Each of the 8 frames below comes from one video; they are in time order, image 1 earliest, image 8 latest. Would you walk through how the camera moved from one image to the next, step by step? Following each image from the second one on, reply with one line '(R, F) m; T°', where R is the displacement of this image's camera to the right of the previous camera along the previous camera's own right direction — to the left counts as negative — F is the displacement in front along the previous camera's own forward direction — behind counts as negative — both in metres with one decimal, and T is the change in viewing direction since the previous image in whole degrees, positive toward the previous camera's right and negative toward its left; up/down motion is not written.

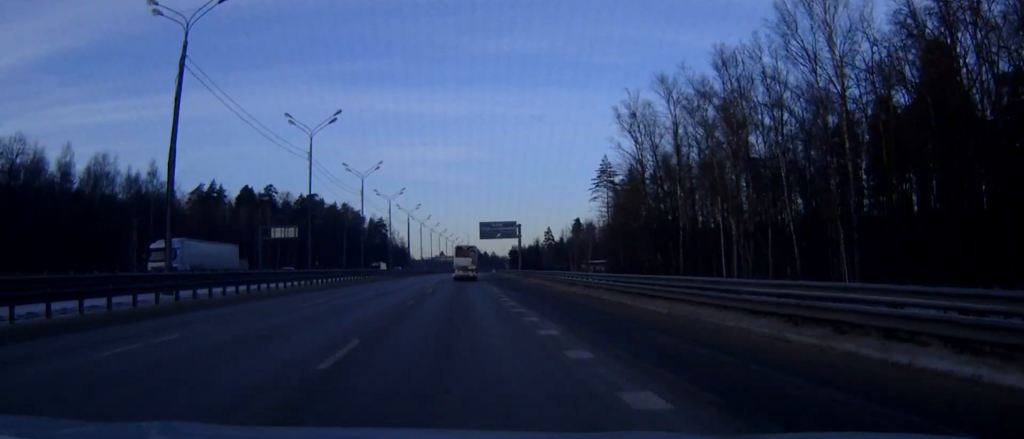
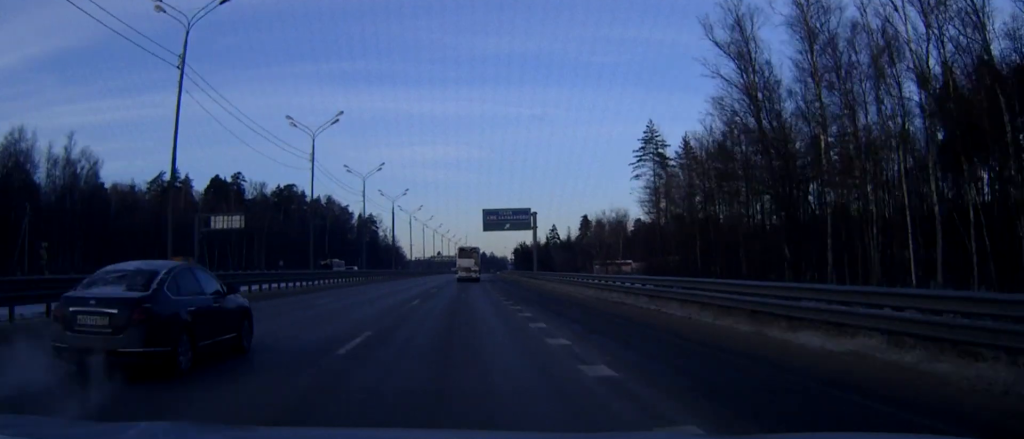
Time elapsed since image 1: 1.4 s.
(+0.1, +30.0) m; 0°
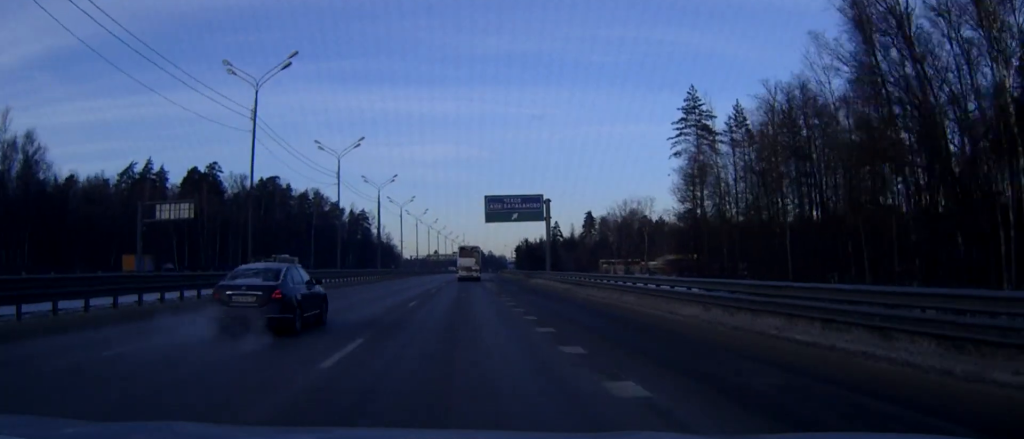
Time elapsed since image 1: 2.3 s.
(0.0, +17.6) m; 0°
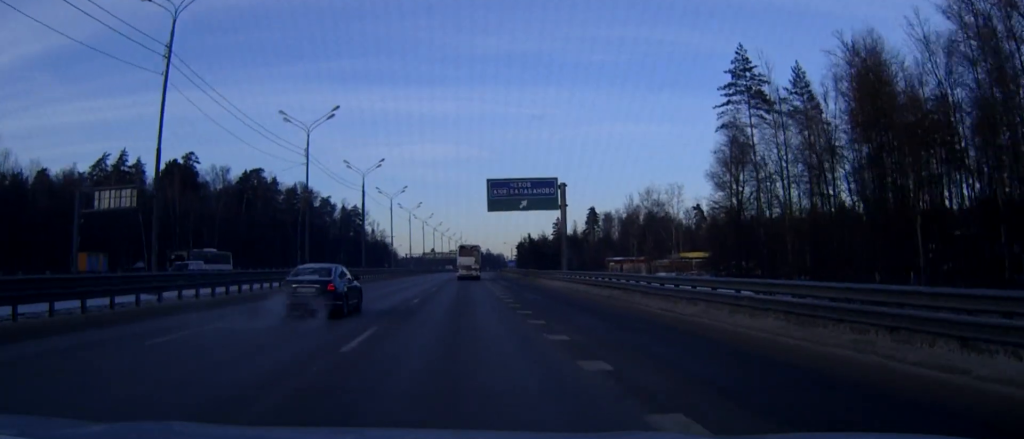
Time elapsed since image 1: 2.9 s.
(0.0, +14.2) m; 0°
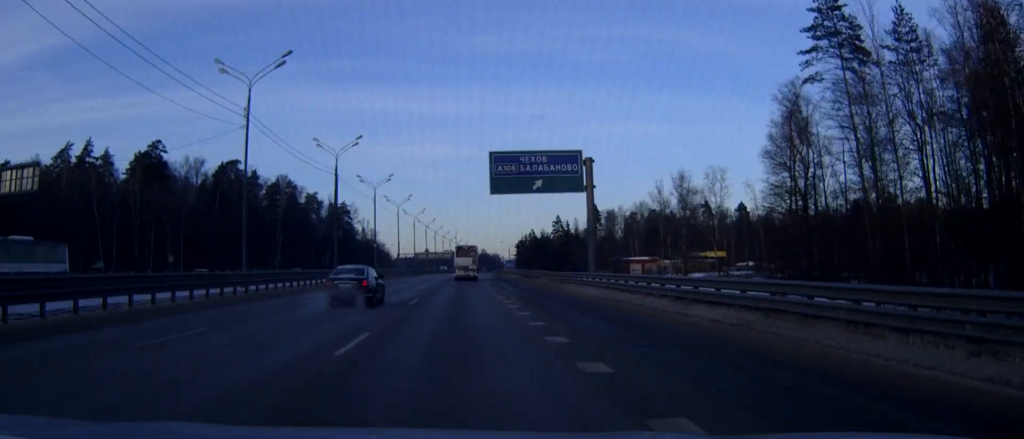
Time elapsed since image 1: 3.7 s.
(0.0, +16.3) m; 0°
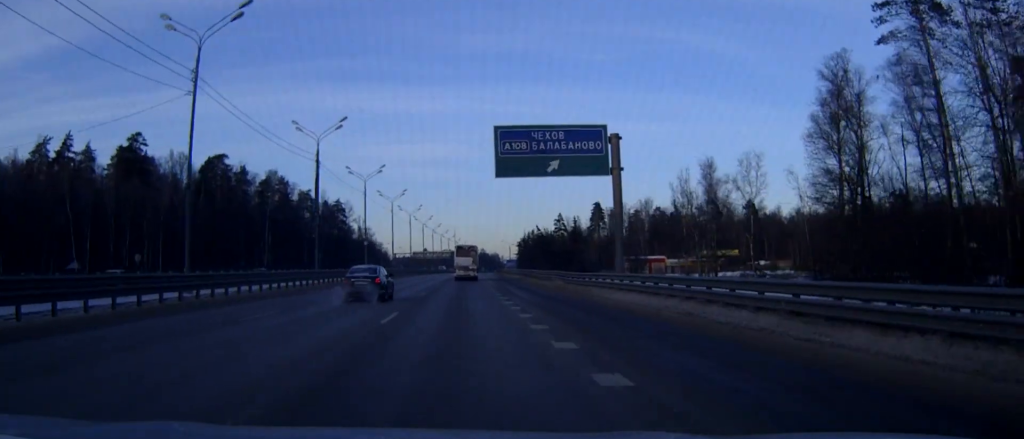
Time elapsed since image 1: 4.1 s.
(0.0, +9.3) m; 0°
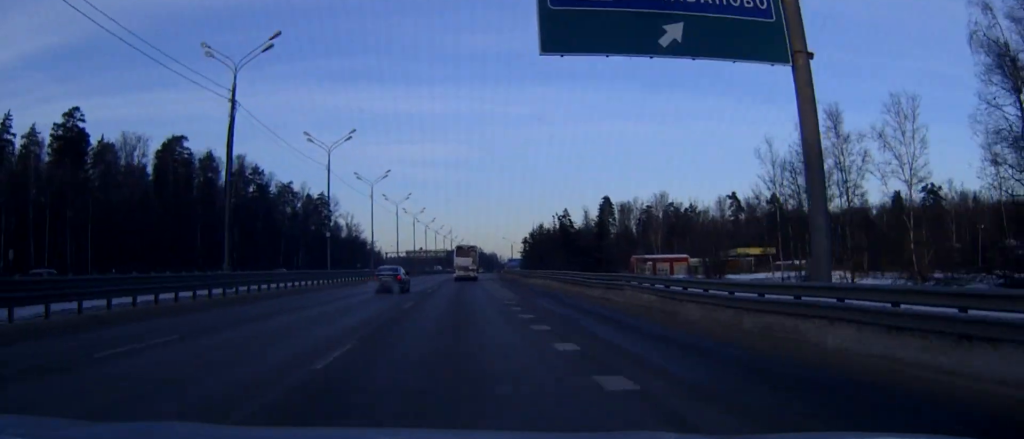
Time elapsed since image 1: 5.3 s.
(+0.1, +24.3) m; 0°
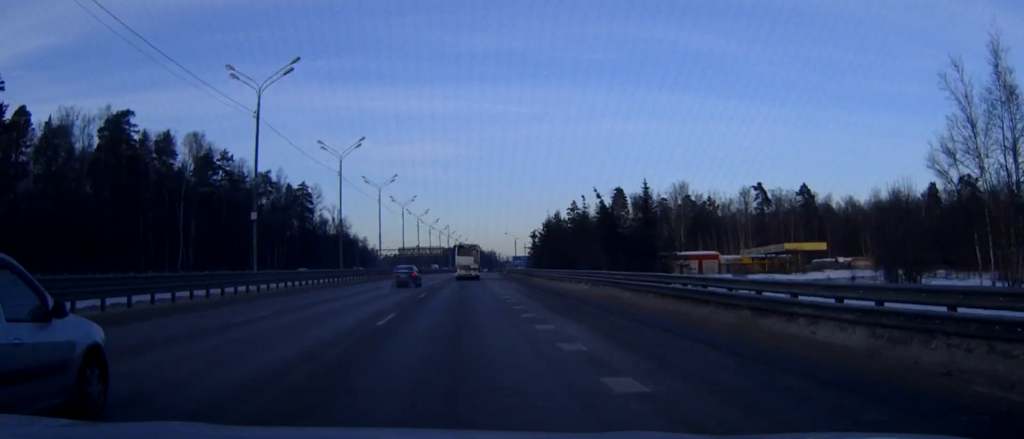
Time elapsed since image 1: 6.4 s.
(0.0, +24.5) m; 0°
